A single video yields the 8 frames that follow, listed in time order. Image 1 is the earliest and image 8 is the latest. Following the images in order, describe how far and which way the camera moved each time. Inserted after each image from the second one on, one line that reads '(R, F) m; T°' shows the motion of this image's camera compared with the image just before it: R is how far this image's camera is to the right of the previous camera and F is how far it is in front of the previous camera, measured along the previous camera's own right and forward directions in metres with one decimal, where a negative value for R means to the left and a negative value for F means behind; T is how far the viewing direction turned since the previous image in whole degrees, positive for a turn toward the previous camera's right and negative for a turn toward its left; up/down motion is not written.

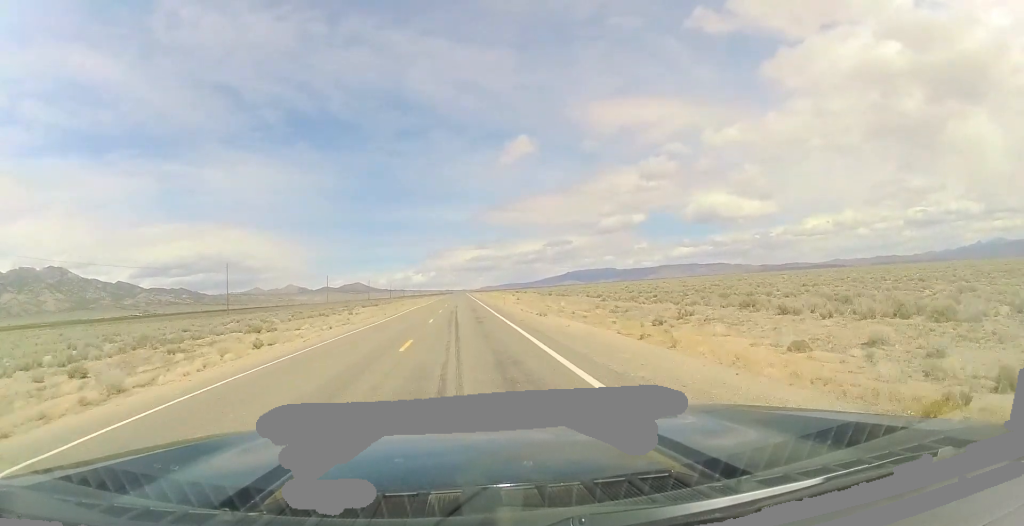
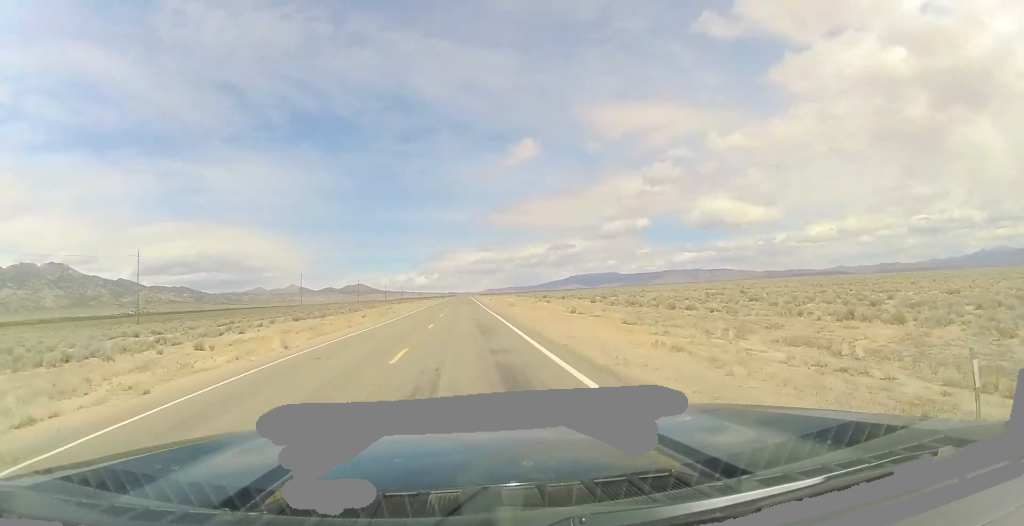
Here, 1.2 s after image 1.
(-0.2, +43.6) m; 0°
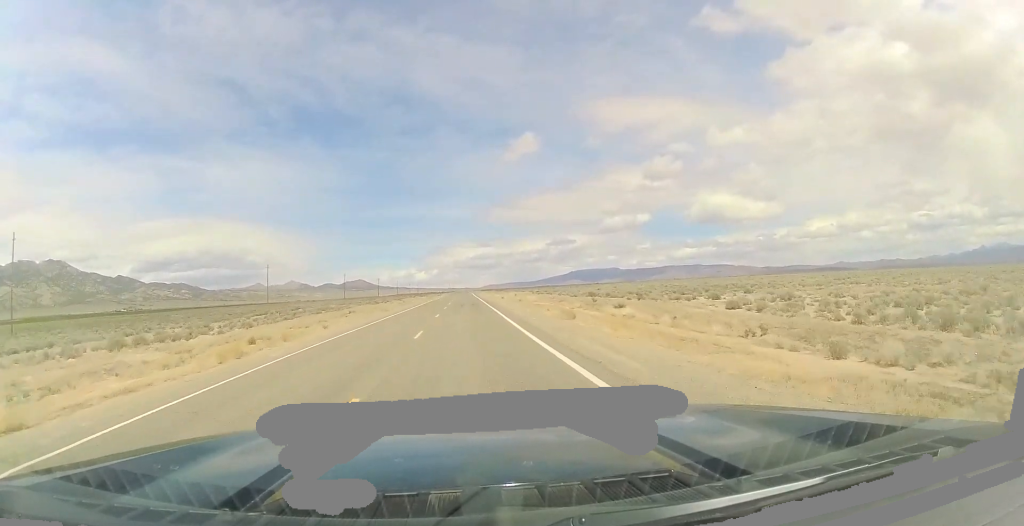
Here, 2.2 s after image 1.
(+0.4, +35.1) m; +1°
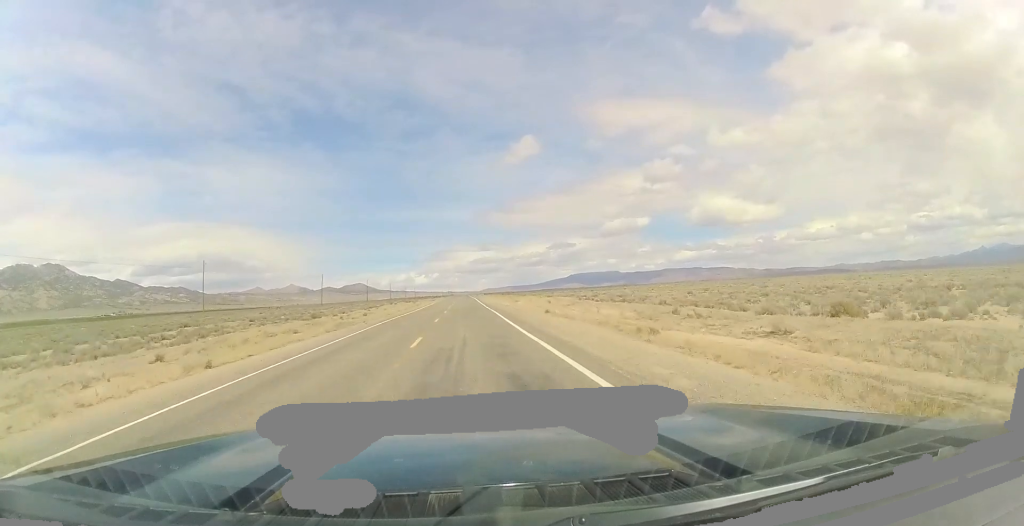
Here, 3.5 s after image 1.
(0.0, +42.9) m; 0°
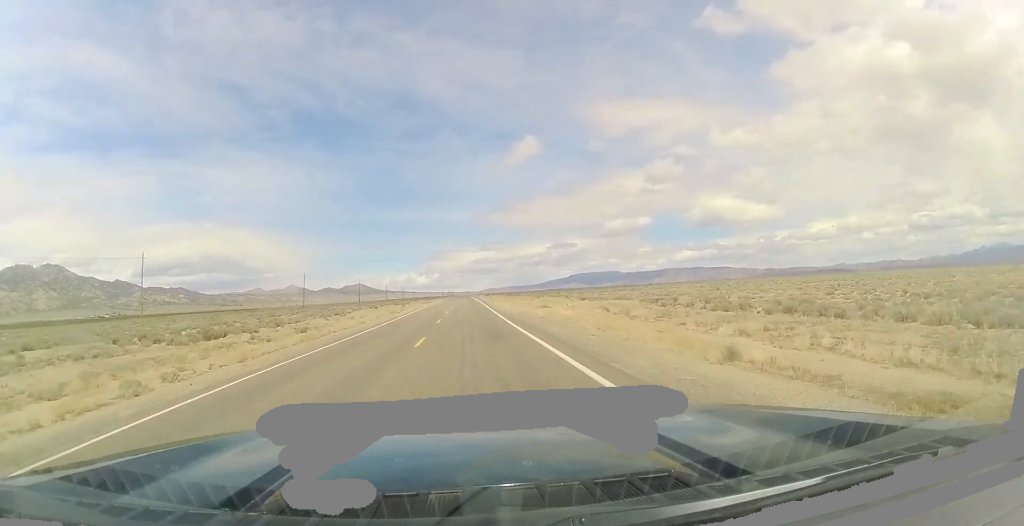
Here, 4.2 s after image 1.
(+0.1, +26.6) m; 0°
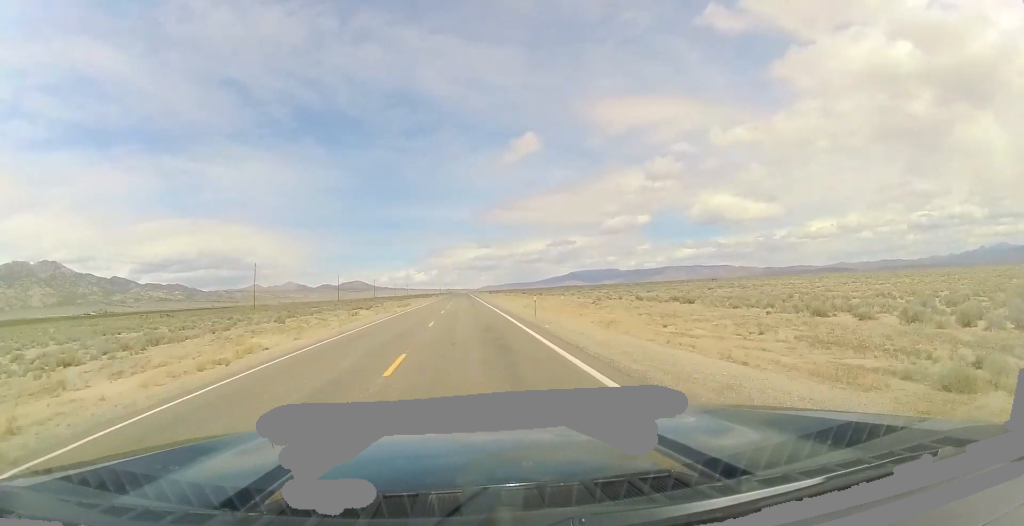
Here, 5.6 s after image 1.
(-0.1, +47.3) m; 0°
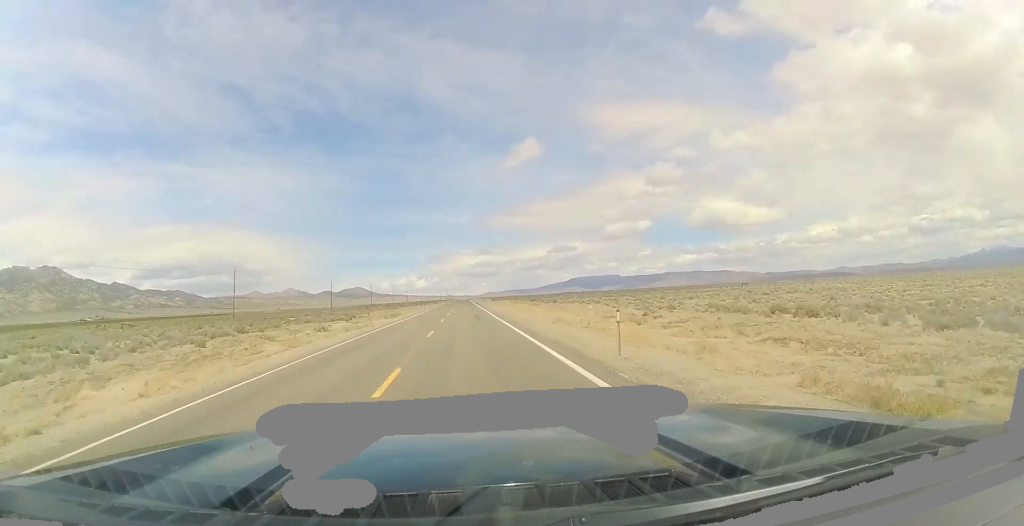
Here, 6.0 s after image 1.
(-0.1, +15.0) m; 0°
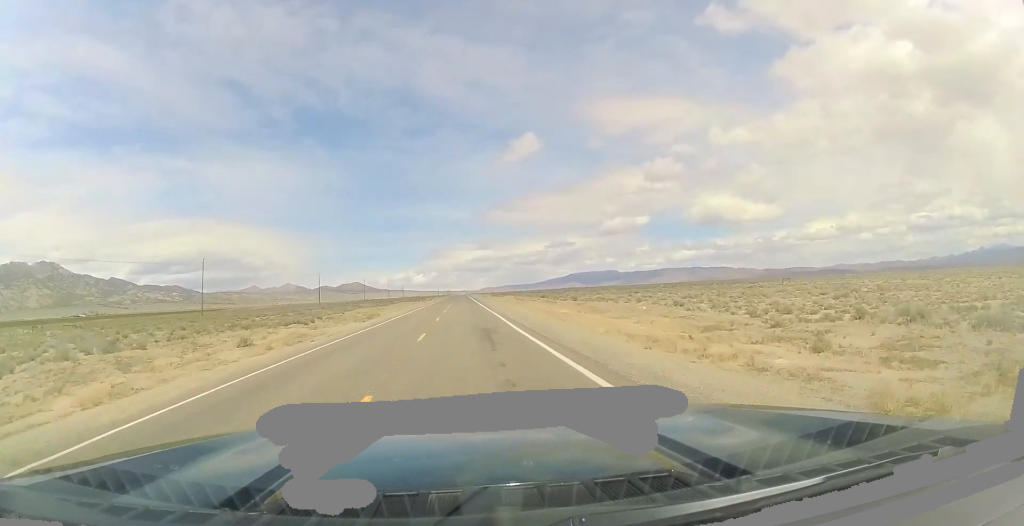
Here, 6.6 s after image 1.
(+0.2, +18.4) m; 0°
